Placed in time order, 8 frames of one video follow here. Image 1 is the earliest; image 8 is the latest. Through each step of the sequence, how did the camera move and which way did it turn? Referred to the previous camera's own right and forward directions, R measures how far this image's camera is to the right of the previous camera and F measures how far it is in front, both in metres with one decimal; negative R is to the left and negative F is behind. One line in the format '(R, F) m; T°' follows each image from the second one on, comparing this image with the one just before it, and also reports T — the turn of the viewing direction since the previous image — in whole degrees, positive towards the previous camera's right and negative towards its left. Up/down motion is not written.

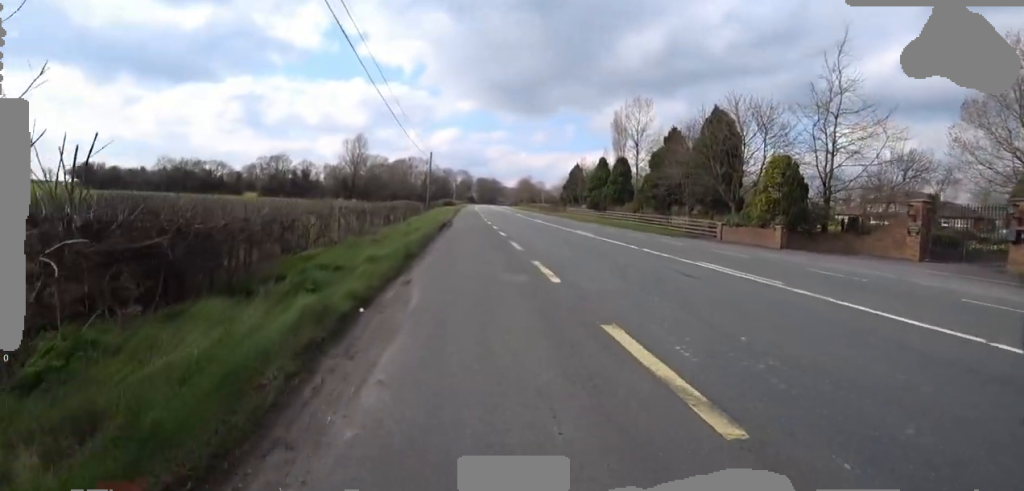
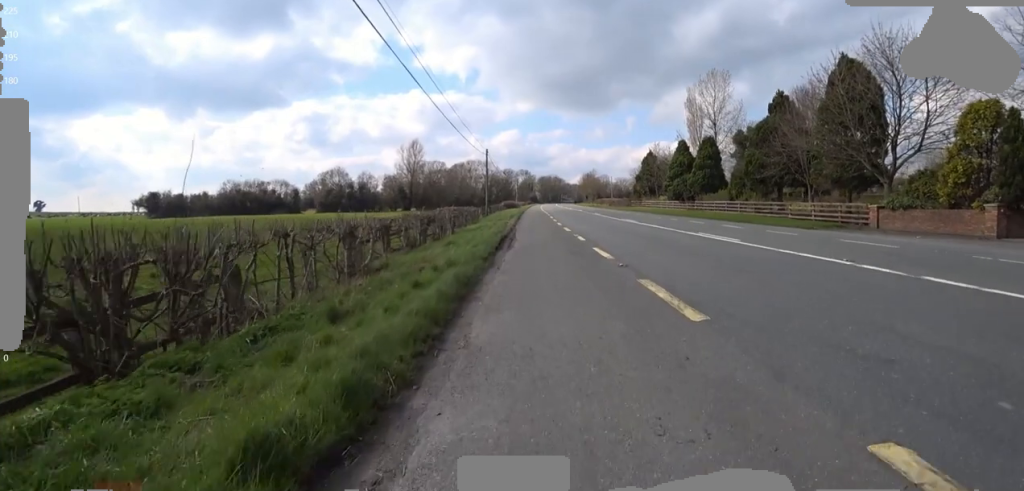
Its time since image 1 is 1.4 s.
(-0.8, +6.4) m; -13°
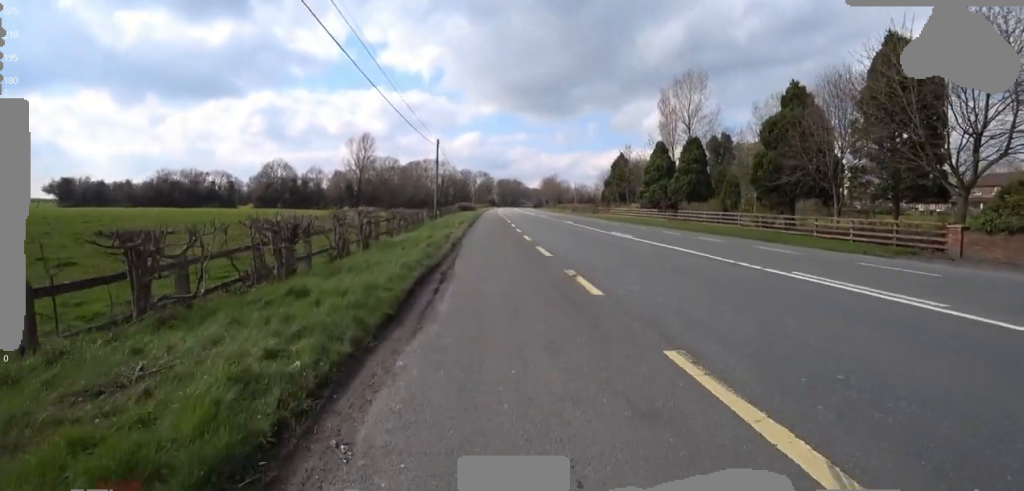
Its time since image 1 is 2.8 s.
(+0.2, +7.4) m; +10°
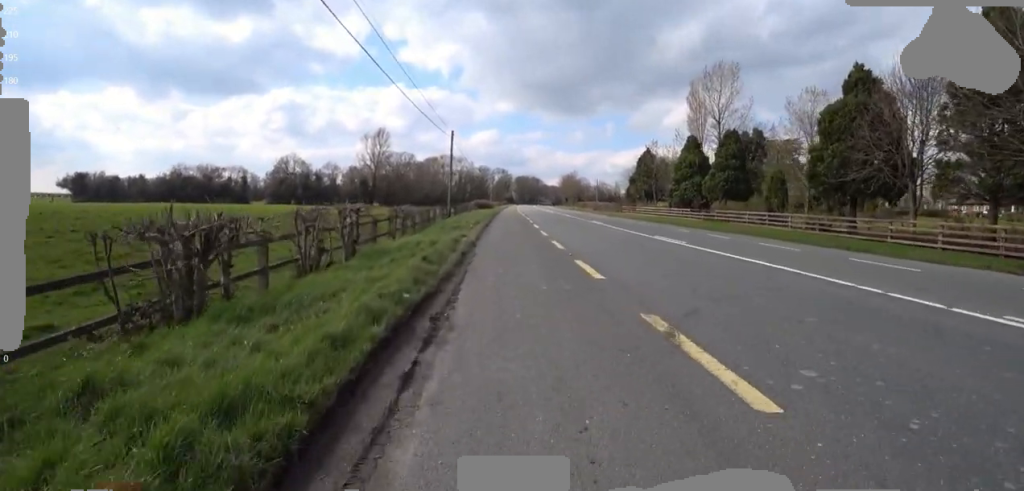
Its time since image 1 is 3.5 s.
(+0.3, +3.3) m; +6°
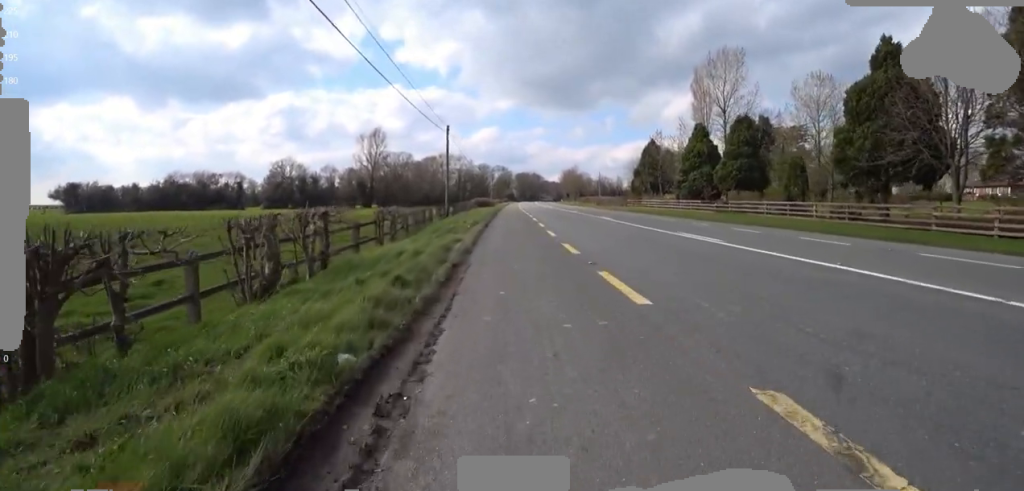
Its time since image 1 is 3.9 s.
(+0.1, +2.0) m; -2°
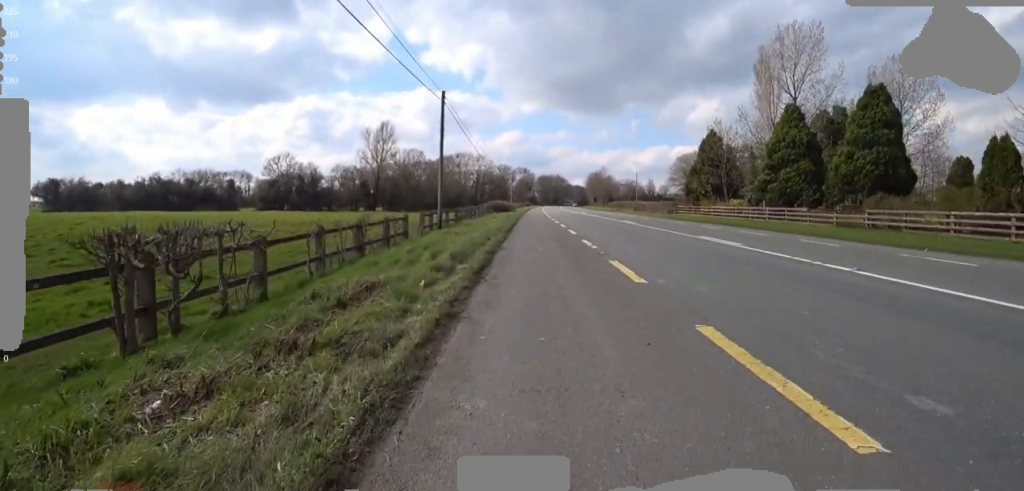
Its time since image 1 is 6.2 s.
(-0.5, +10.7) m; +1°
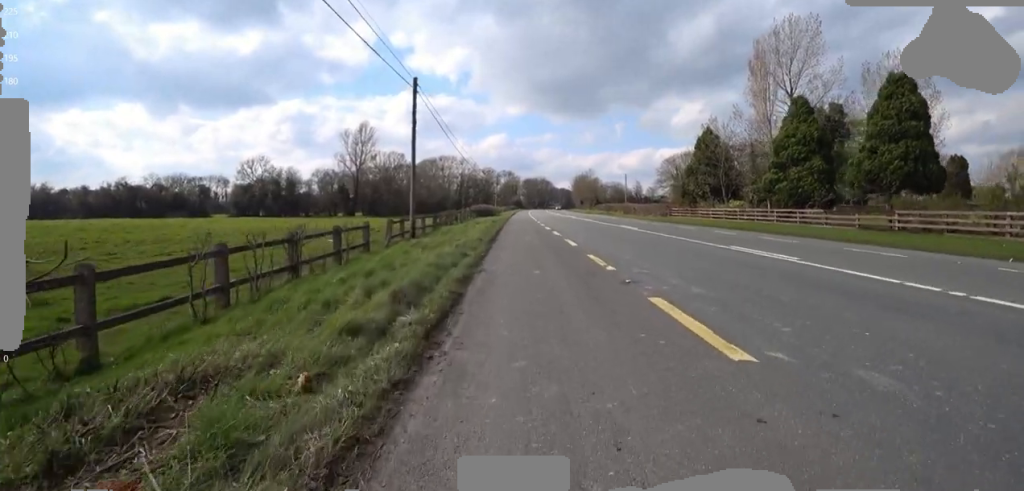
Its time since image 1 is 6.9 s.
(+0.1, +2.9) m; +1°
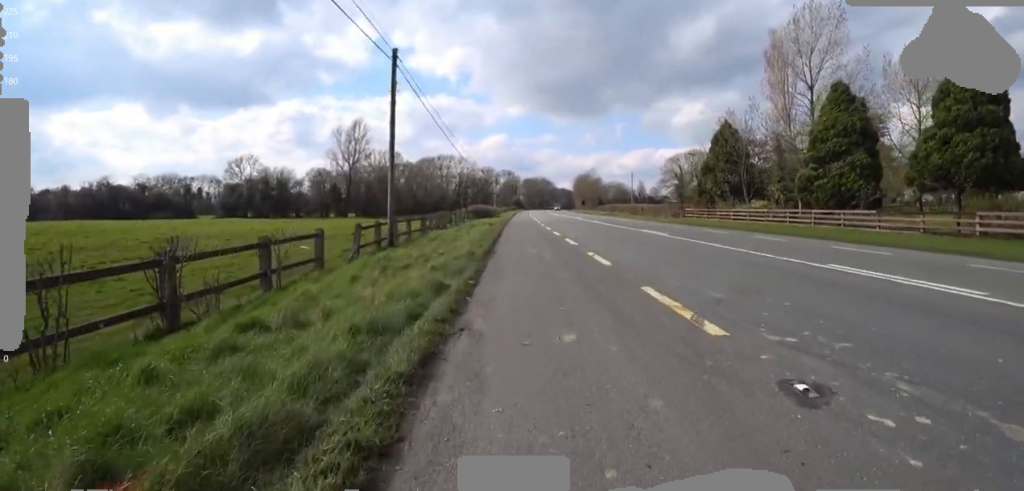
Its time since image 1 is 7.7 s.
(0.0, +3.5) m; -3°
